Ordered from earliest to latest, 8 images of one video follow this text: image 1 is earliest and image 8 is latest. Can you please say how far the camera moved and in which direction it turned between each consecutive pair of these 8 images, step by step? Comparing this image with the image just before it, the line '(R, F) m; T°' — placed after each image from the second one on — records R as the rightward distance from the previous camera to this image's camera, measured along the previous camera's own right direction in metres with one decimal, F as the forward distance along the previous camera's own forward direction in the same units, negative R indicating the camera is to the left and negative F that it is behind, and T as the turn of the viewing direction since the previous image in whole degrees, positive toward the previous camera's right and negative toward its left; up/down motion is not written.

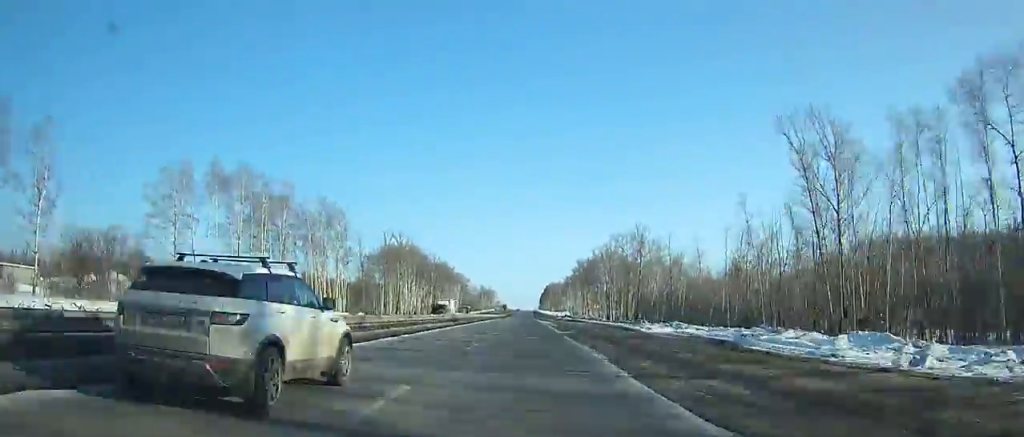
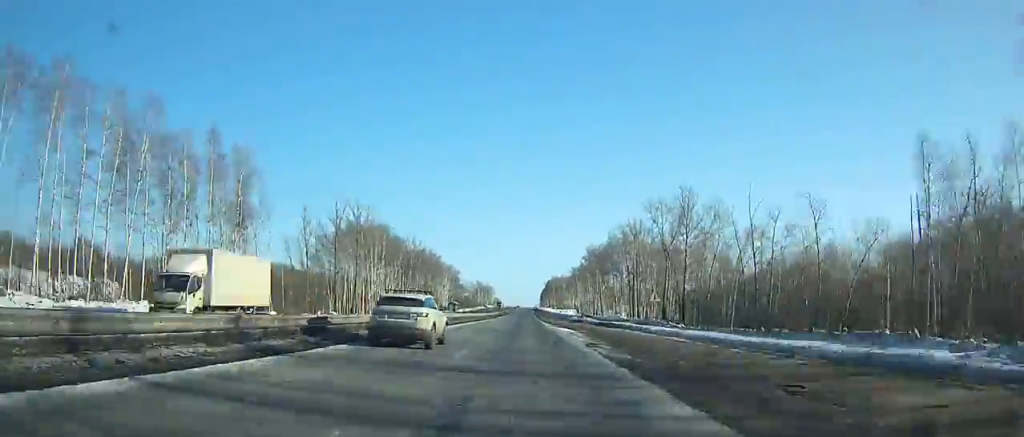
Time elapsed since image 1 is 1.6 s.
(+0.5, +39.7) m; +1°
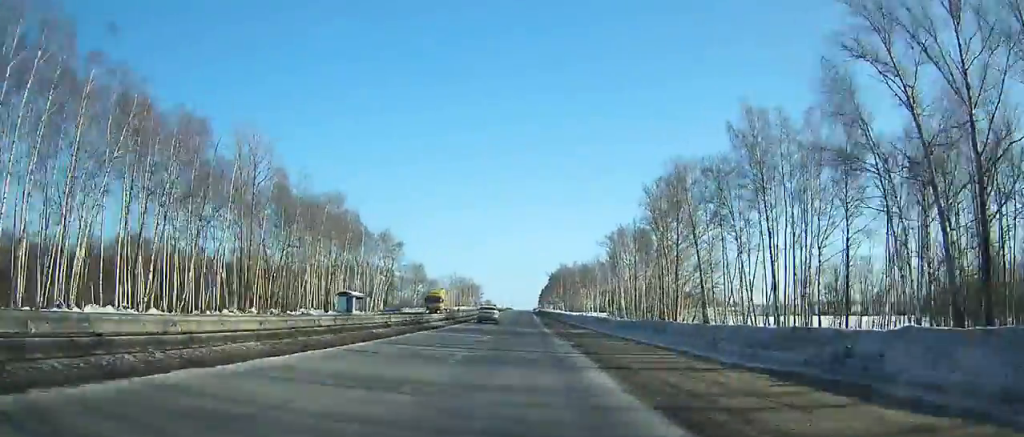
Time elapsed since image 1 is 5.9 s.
(+1.4, +107.5) m; 0°
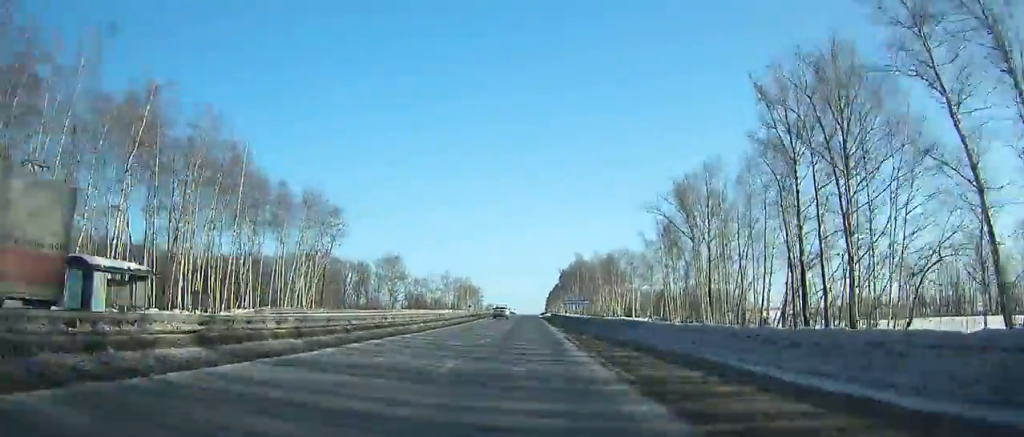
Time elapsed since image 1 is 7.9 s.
(-0.2, +50.3) m; 0°
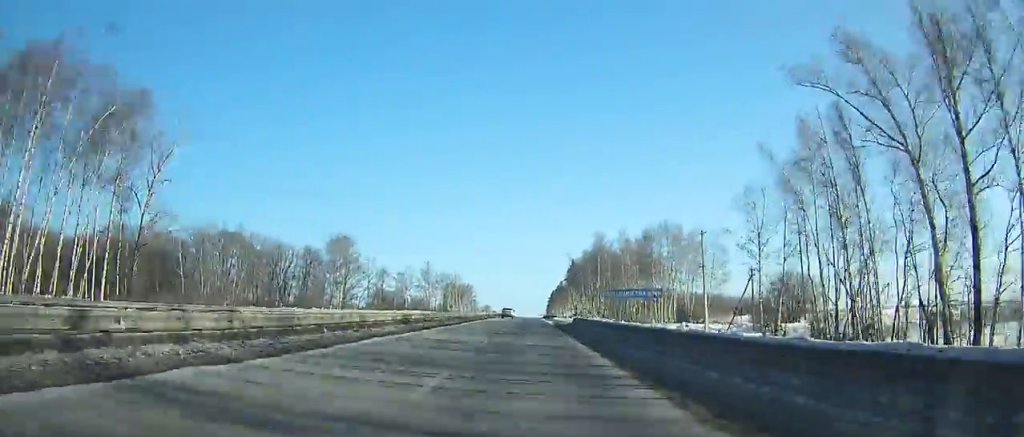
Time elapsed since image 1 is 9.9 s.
(-0.1, +50.4) m; 0°
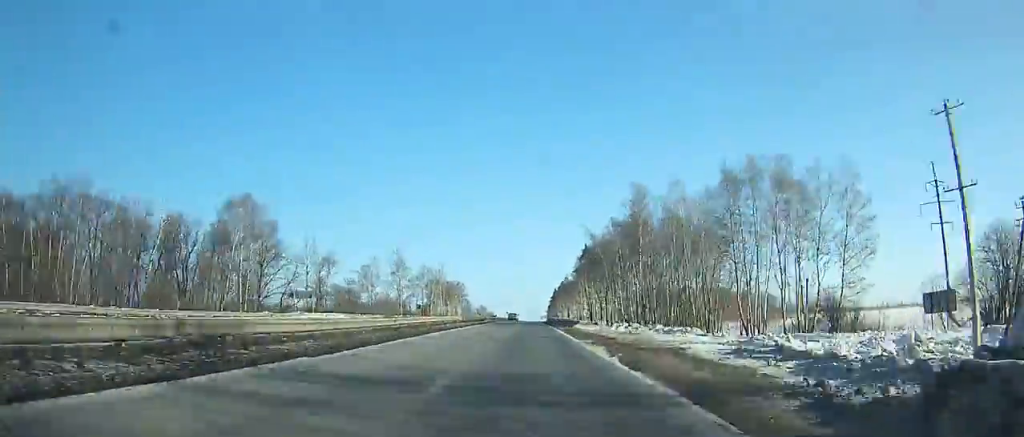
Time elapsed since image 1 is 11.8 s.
(+0.1, +47.8) m; 0°
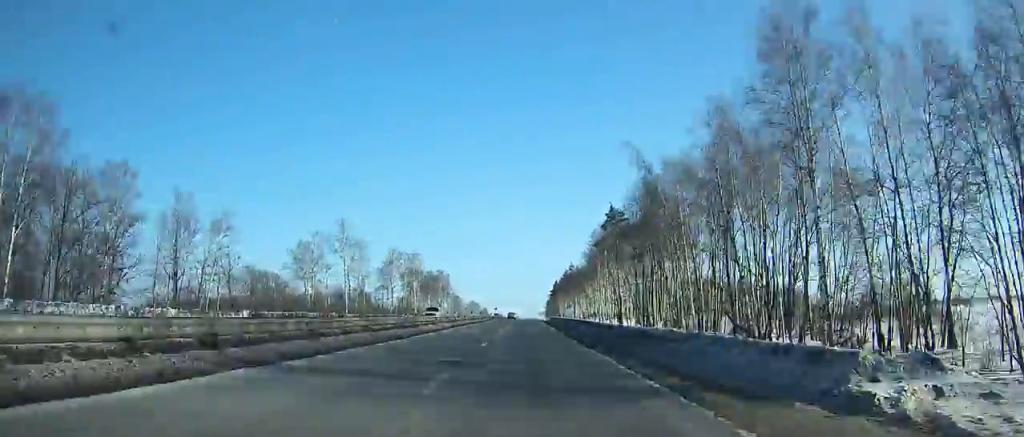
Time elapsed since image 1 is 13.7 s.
(-0.1, +47.7) m; 0°
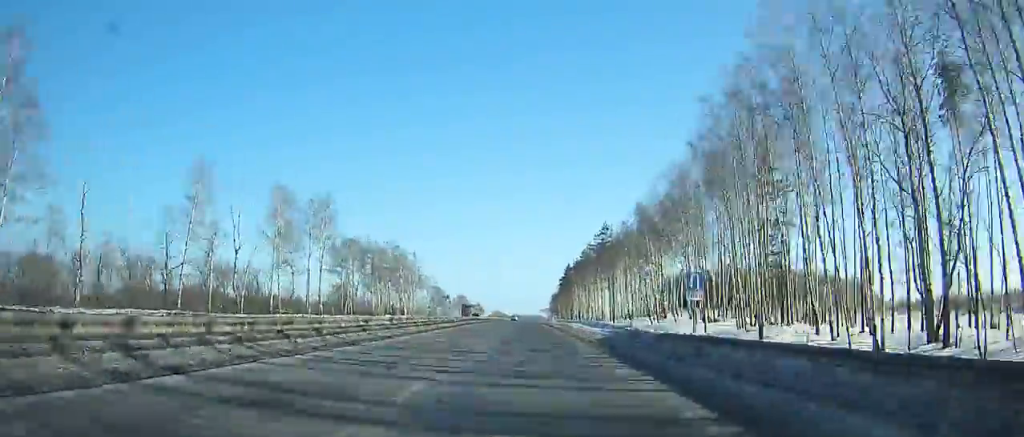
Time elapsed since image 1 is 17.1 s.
(-0.2, +85.4) m; 0°
